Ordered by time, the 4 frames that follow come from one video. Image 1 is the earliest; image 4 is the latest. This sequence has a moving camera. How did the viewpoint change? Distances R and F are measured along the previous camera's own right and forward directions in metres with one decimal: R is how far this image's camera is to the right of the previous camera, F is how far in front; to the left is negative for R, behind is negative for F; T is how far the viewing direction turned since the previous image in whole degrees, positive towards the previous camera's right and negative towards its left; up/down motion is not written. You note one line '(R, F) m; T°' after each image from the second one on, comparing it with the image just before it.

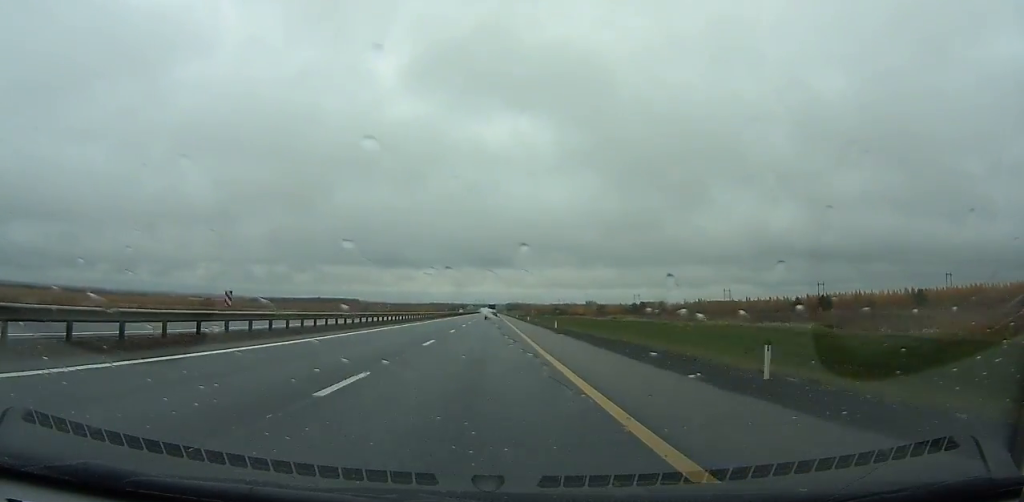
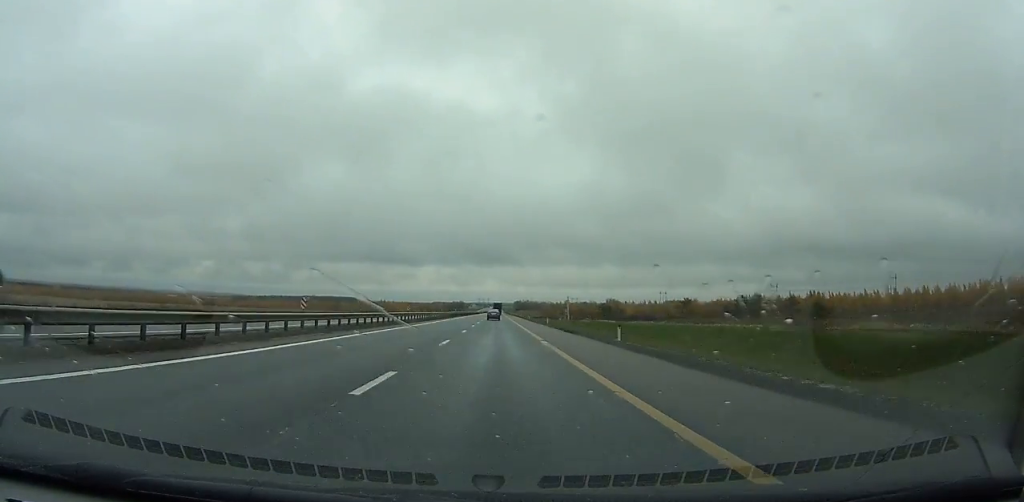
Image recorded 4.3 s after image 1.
(-0.5, +141.5) m; 0°
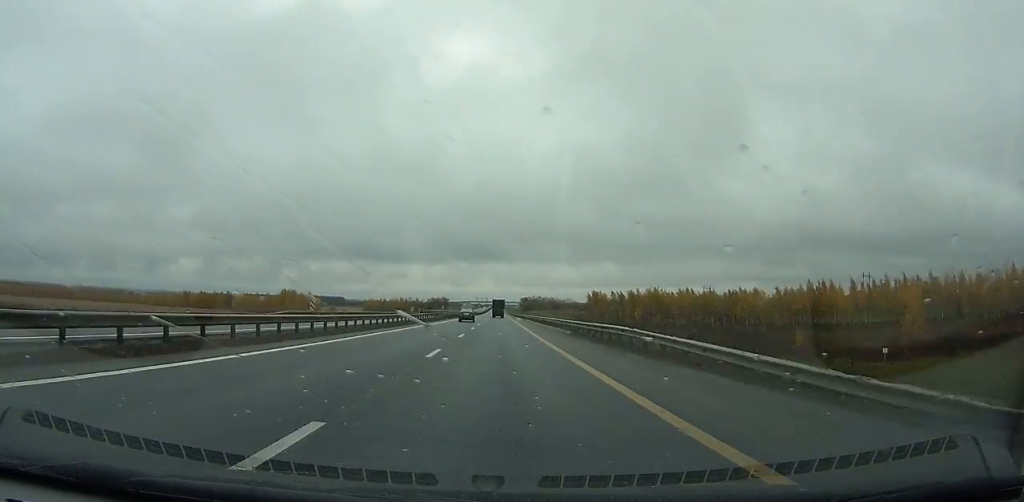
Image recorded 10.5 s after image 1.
(-0.5, +207.1) m; 0°
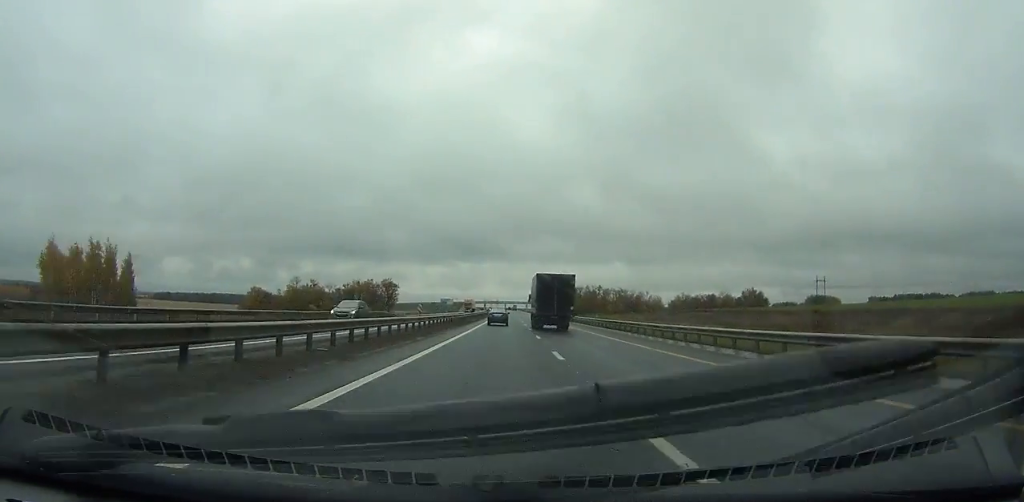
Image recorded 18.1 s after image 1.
(-2.1, +259.2) m; -1°
